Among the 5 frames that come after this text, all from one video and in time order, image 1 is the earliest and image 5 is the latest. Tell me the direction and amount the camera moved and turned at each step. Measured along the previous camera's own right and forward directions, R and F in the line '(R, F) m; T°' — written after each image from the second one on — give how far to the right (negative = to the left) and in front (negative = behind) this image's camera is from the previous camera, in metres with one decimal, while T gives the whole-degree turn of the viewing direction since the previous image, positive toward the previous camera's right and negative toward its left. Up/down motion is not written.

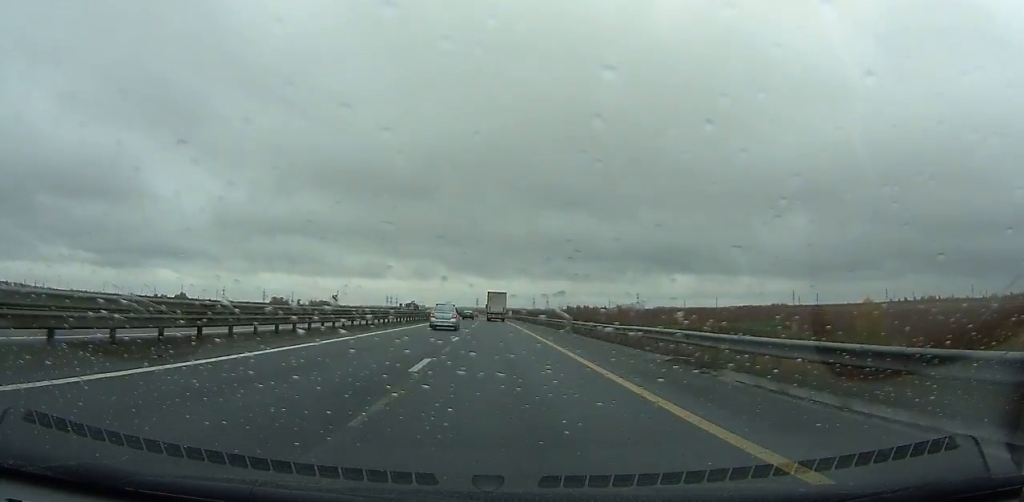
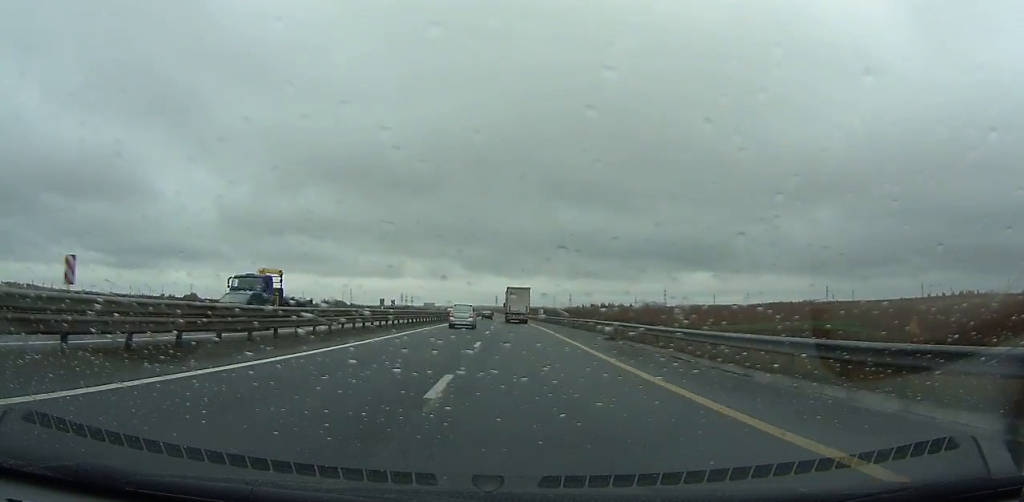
(+0.1, +49.7) m; -1°
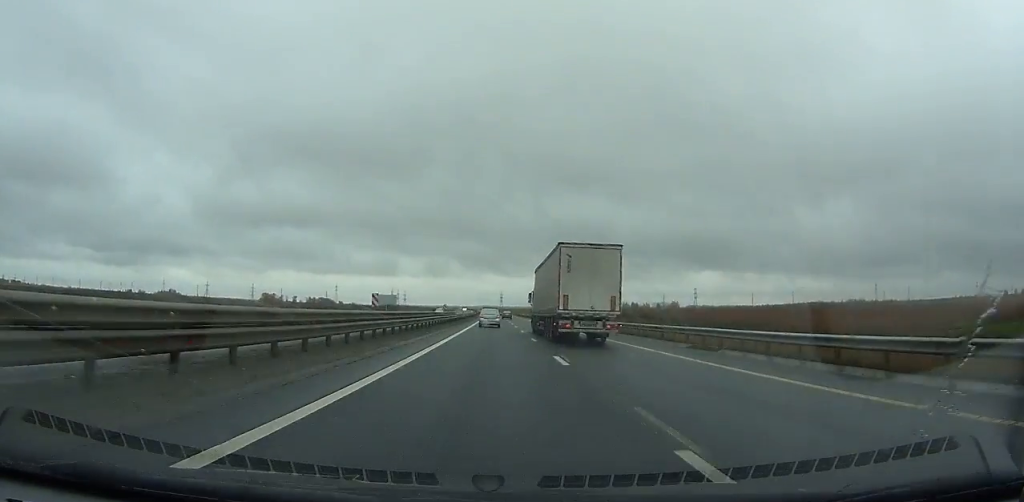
(-2.4, +136.9) m; -1°
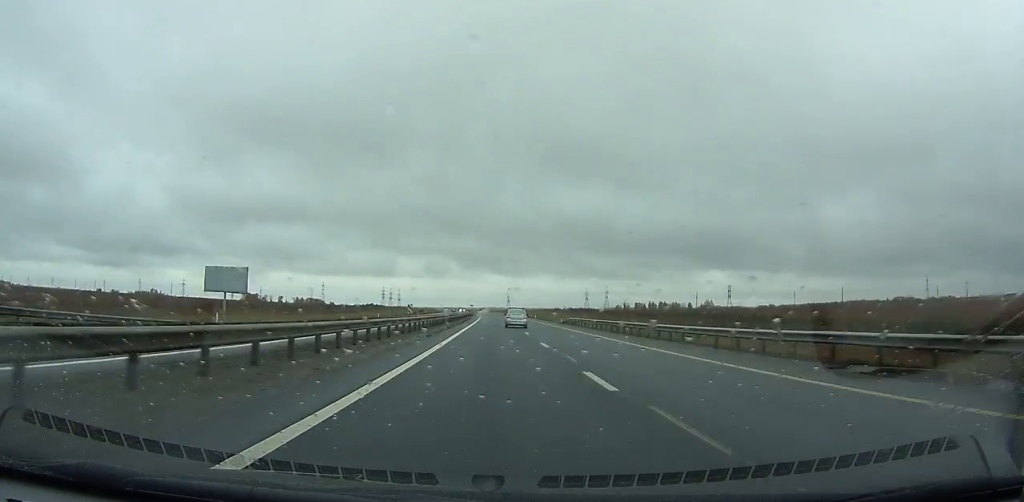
(-0.1, +107.9) m; 0°
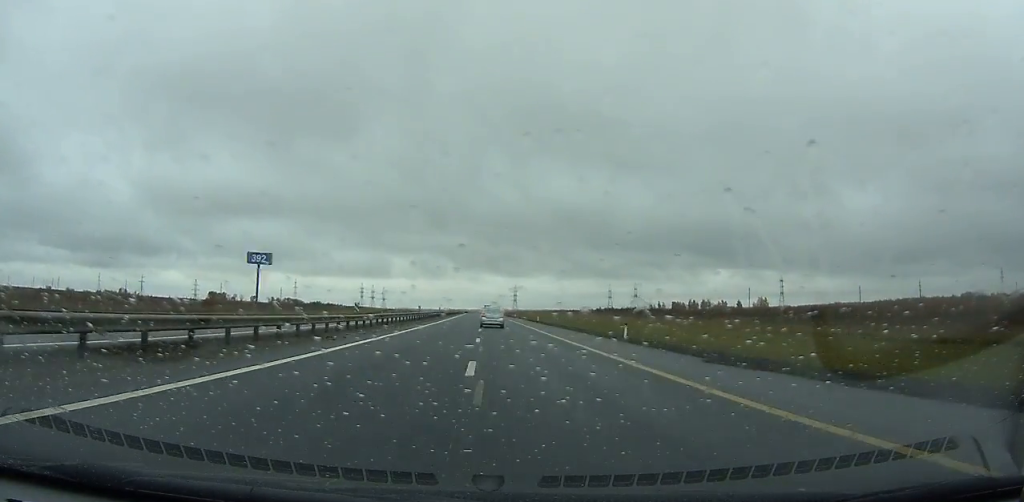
(-0.2, +139.4) m; -1°
